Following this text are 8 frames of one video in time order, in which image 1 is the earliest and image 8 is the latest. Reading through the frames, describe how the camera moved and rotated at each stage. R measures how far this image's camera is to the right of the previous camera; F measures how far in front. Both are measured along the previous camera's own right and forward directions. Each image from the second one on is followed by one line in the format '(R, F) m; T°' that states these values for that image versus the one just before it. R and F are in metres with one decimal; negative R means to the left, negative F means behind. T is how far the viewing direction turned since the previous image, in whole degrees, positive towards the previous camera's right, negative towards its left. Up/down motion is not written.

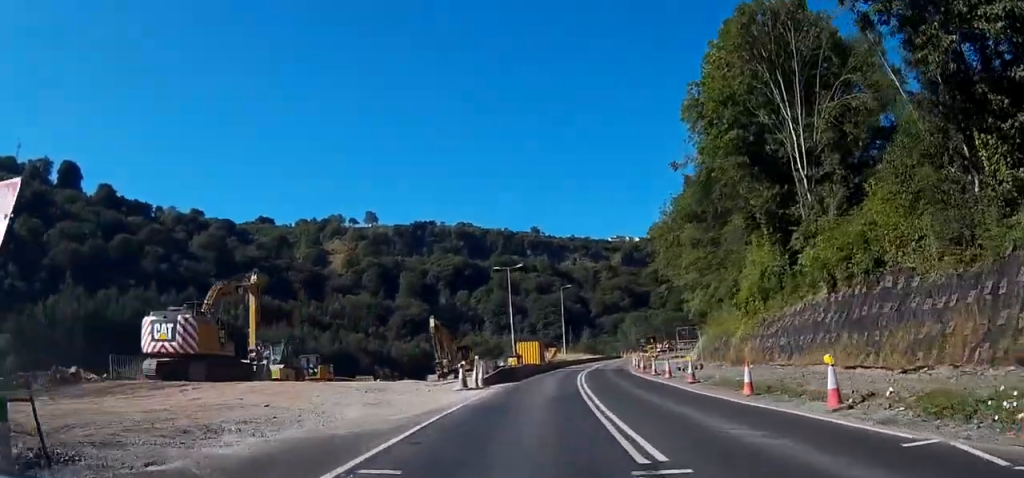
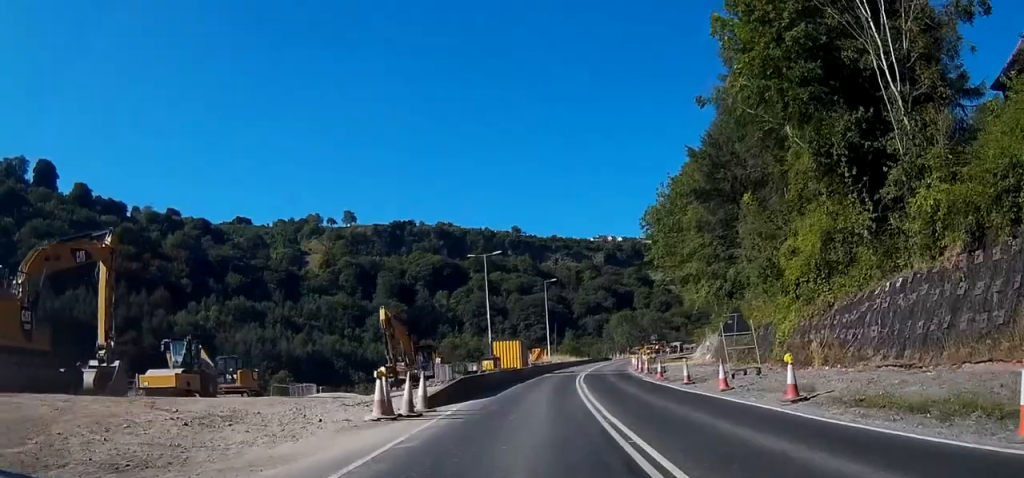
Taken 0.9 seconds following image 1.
(+0.3, +12.0) m; +2°
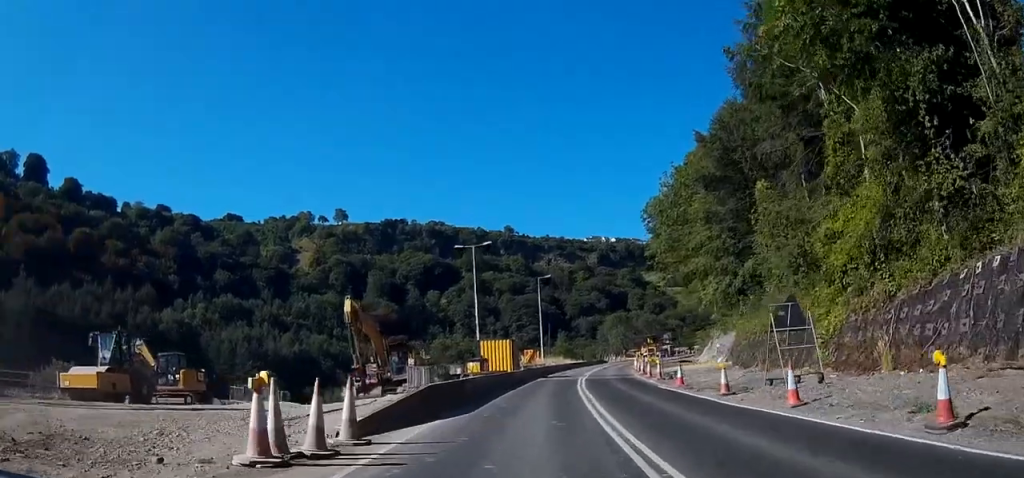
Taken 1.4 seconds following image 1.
(0.0, +6.3) m; +1°
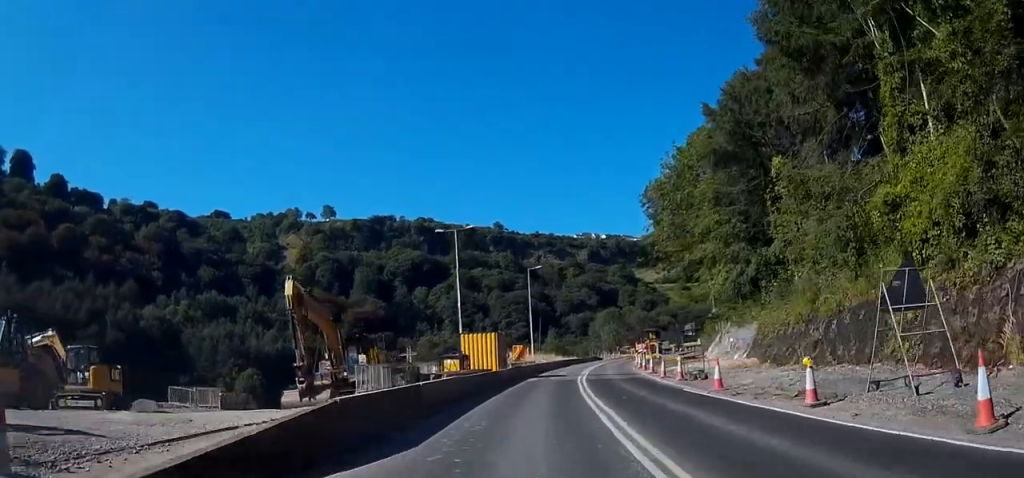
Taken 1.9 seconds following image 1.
(+0.1, +7.4) m; +1°
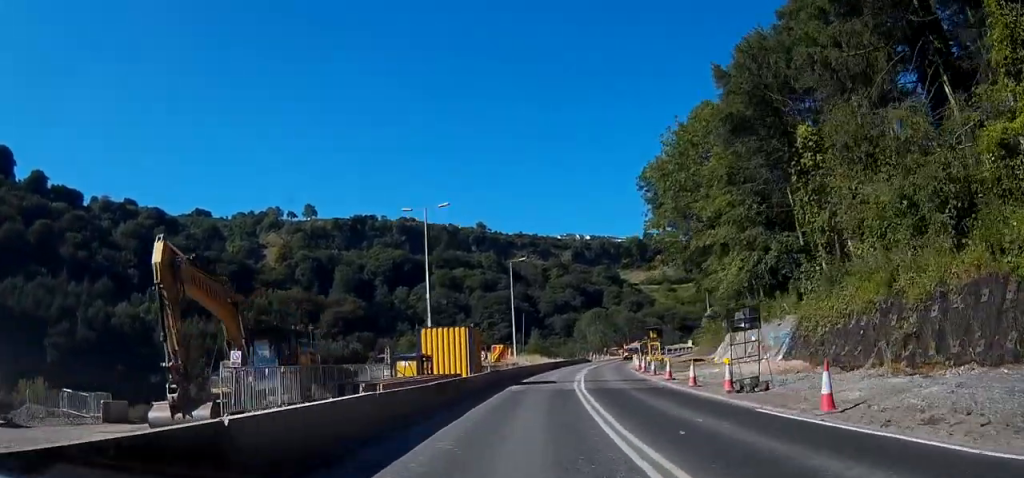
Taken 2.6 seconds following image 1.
(+0.1, +9.4) m; +1°
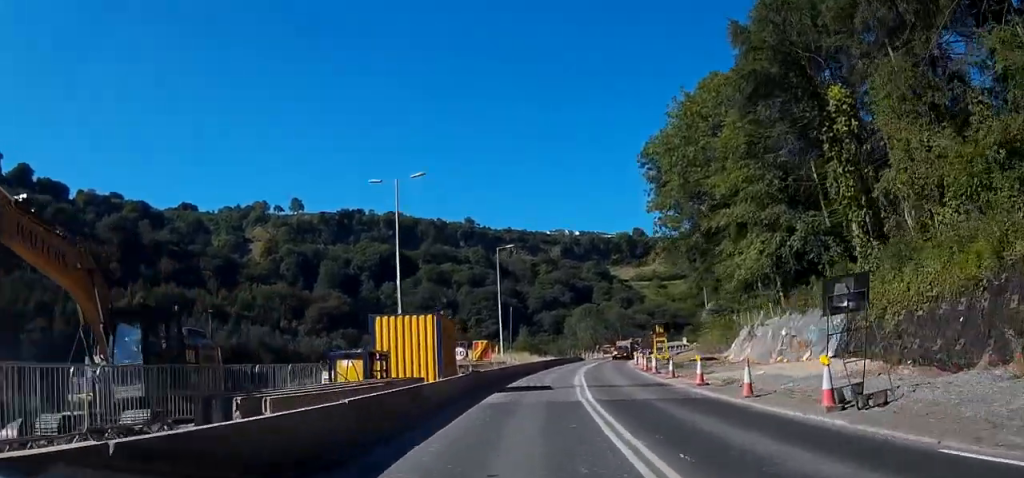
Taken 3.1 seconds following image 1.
(+0.1, +7.7) m; +1°
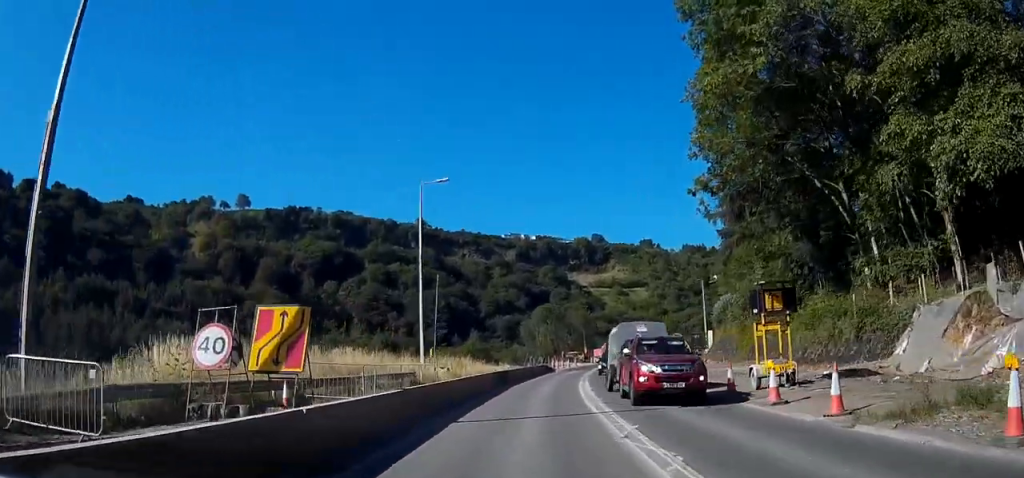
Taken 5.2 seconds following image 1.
(+0.6, +31.6) m; +3°
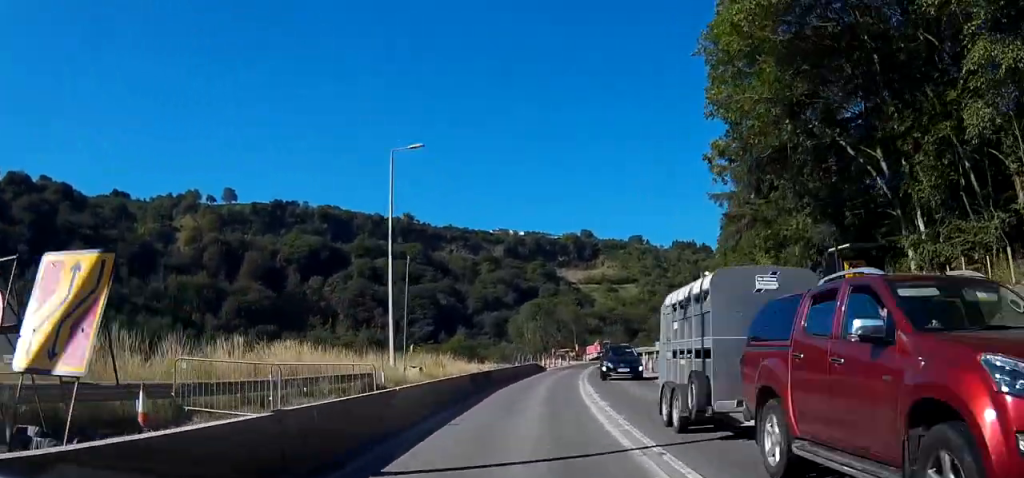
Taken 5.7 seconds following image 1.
(+0.2, +6.6) m; +2°
